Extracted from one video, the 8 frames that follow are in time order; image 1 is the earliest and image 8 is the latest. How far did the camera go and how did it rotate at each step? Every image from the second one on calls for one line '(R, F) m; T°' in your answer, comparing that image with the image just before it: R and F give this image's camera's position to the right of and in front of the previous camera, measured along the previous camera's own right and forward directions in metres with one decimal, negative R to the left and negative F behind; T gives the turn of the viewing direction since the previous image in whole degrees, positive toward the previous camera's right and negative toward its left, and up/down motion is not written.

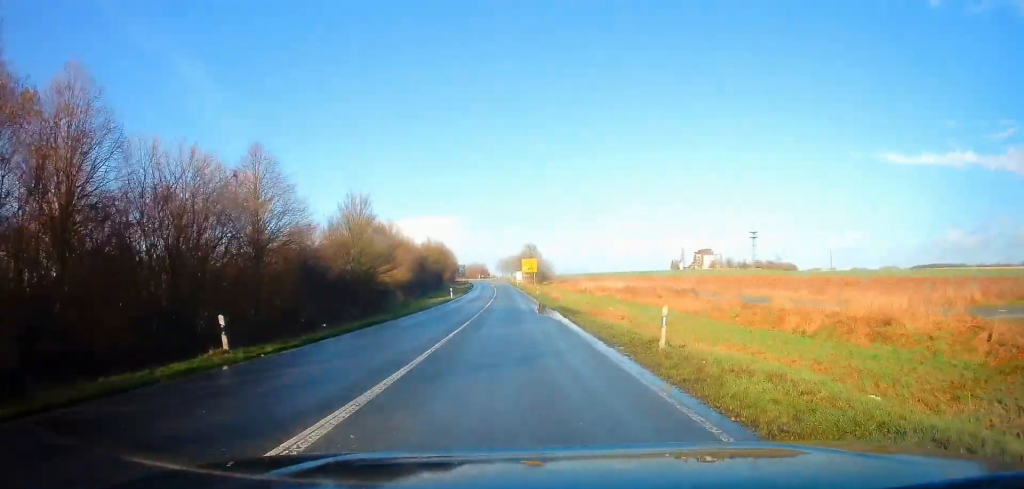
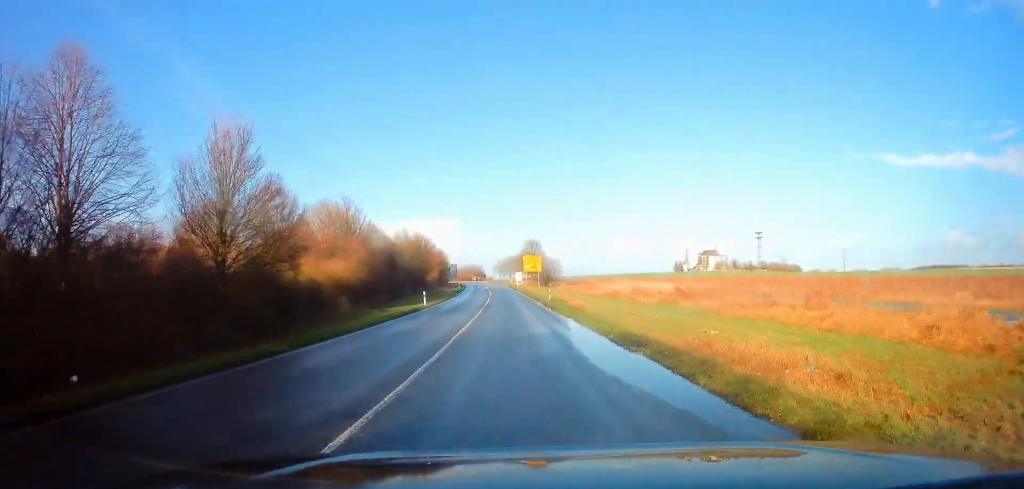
(+0.4, +19.2) m; +1°
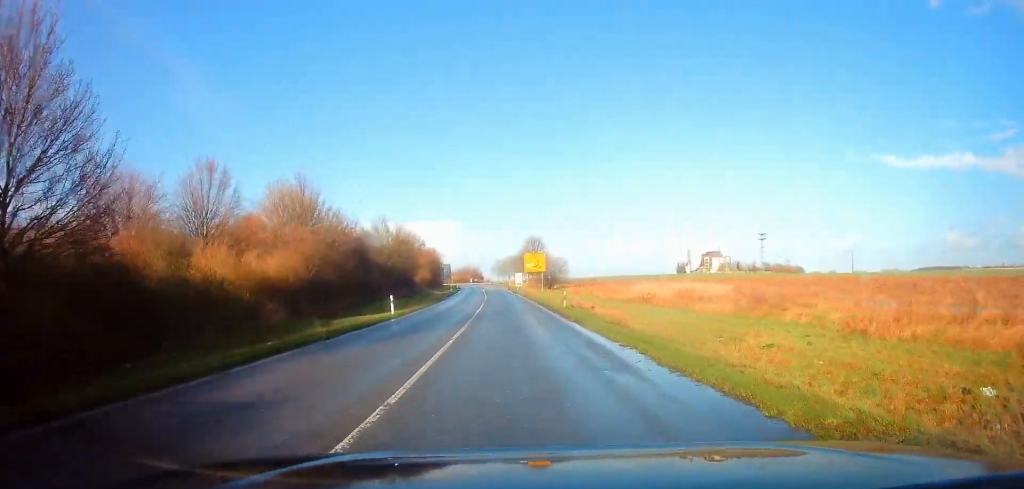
(0.0, +11.8) m; -1°
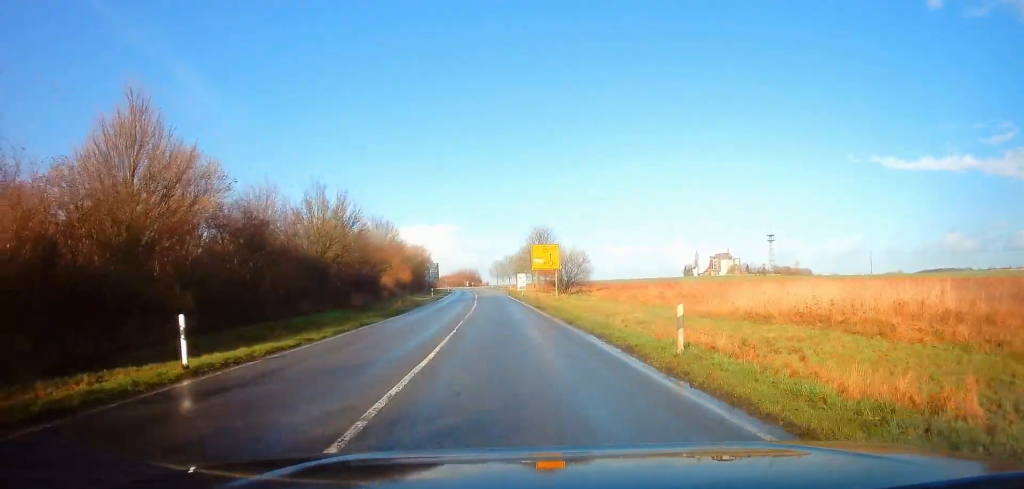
(-0.4, +20.8) m; 0°
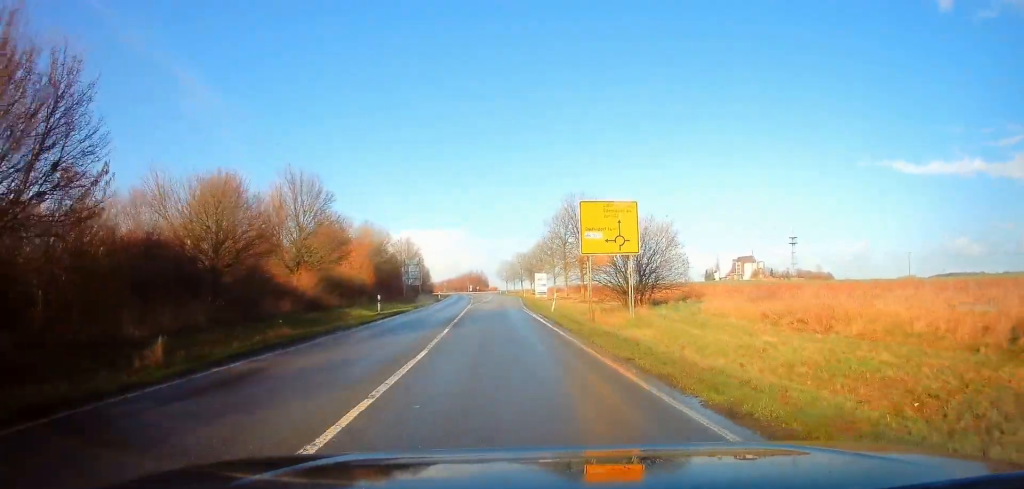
(+0.1, +29.2) m; 0°
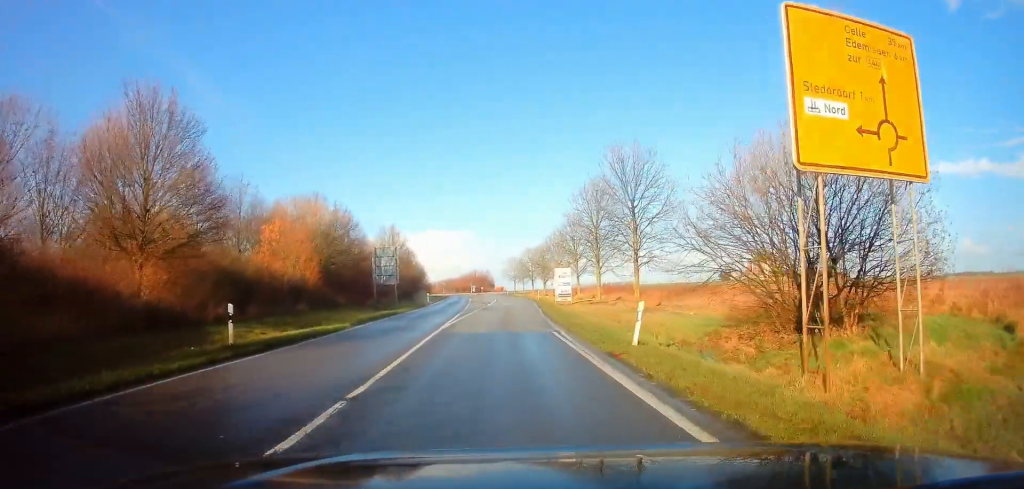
(+0.2, +18.3) m; 0°
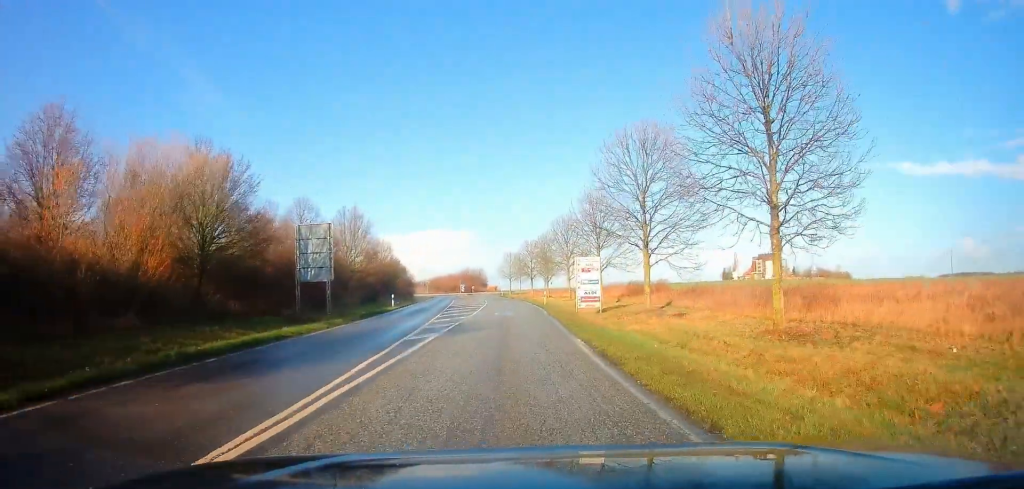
(-0.3, +17.1) m; 0°
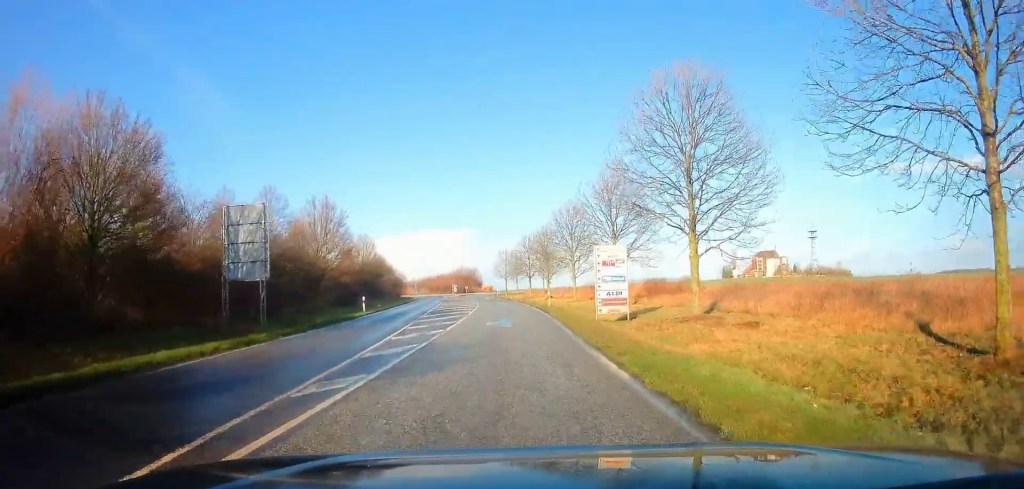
(+0.1, +8.0) m; +1°
